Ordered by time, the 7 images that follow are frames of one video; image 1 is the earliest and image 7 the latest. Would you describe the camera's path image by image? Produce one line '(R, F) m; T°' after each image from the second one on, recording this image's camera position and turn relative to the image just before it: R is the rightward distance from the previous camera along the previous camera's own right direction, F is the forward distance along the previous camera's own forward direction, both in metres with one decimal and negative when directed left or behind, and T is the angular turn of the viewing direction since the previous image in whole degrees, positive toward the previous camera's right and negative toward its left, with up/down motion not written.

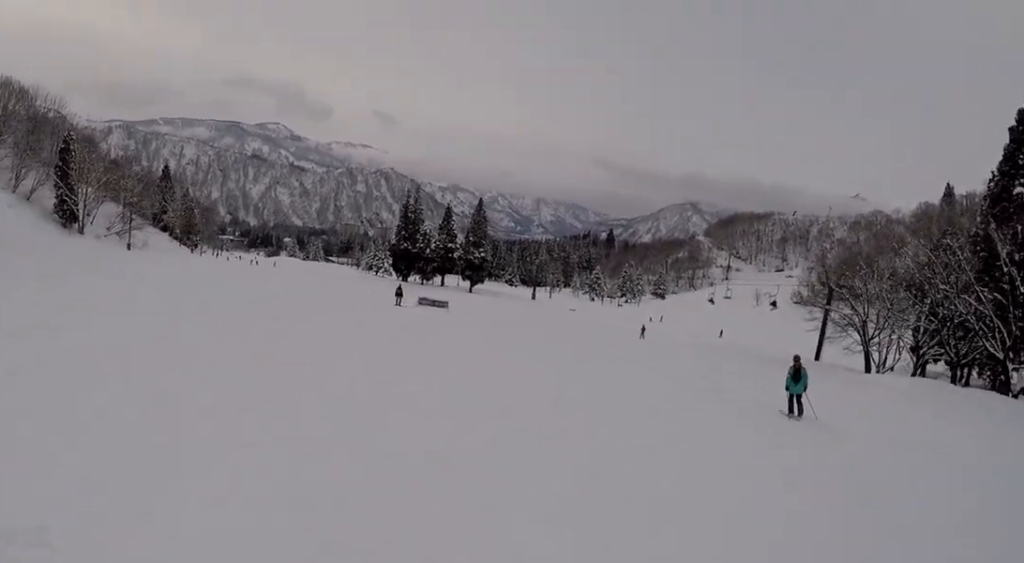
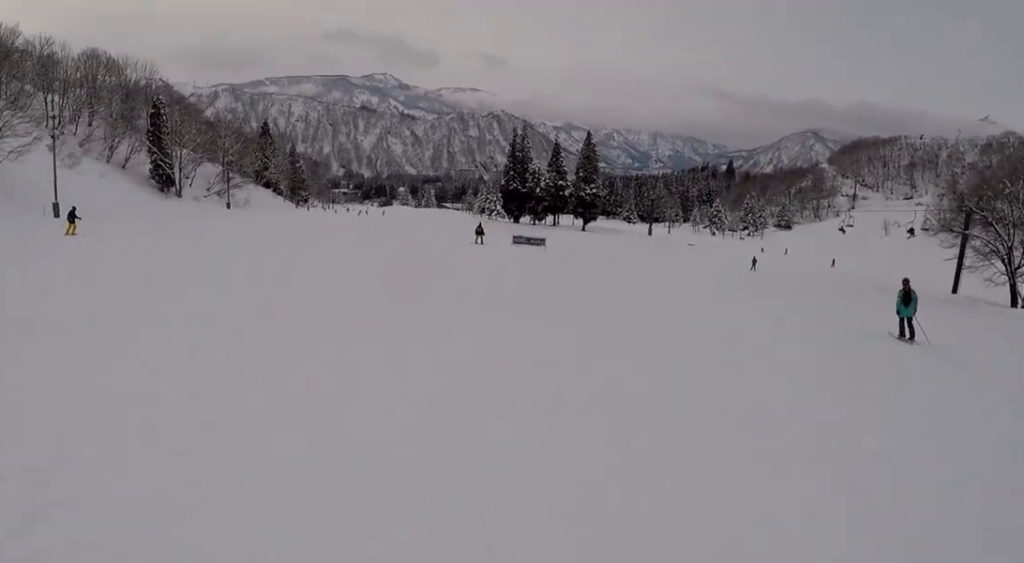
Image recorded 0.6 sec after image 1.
(0.0, +4.4) m; 0°
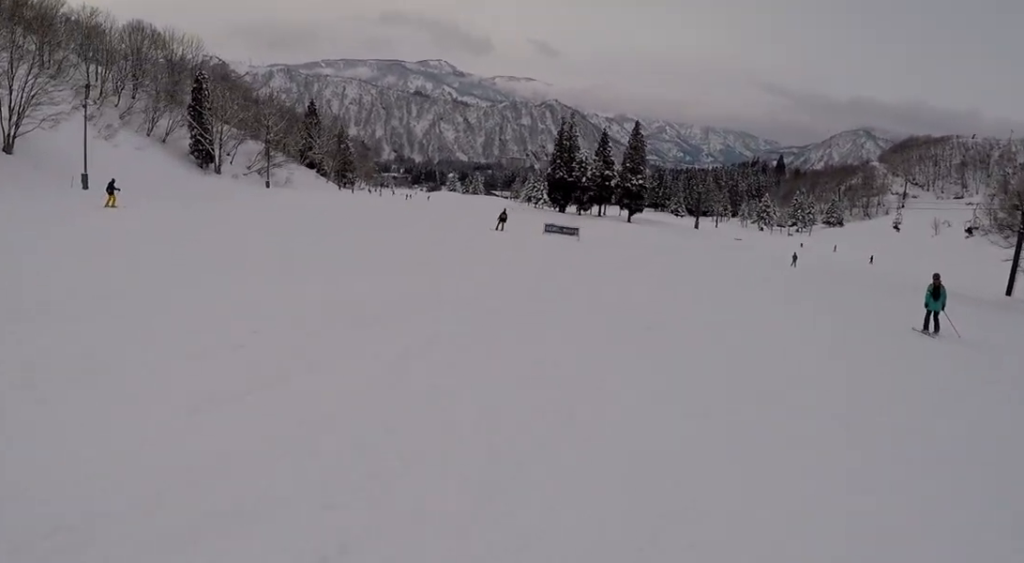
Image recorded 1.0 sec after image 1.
(0.0, +3.2) m; 0°
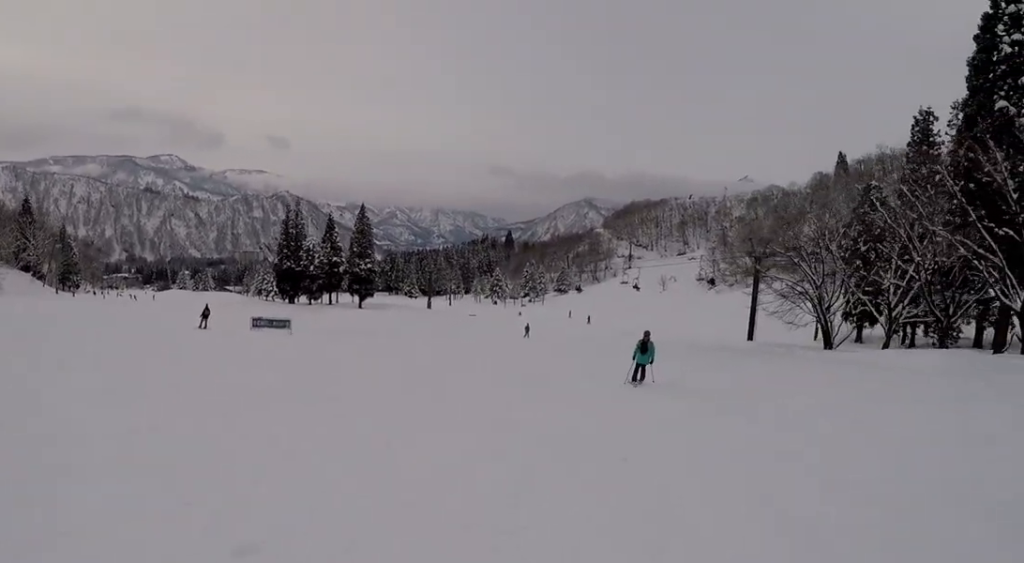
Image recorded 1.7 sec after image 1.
(0.0, +5.6) m; 0°
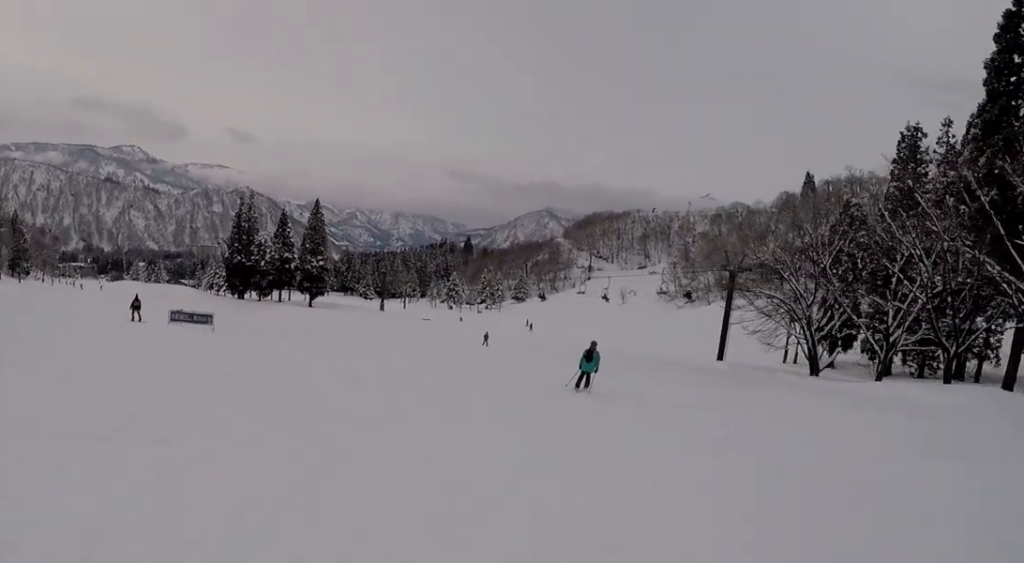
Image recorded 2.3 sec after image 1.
(0.0, +5.0) m; +2°
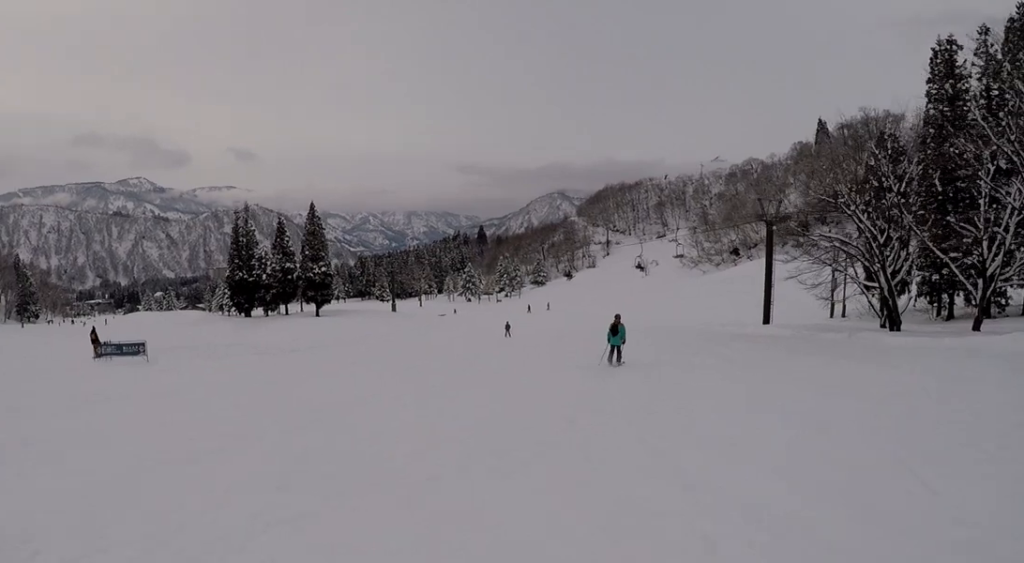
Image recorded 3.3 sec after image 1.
(+0.3, +7.8) m; +2°
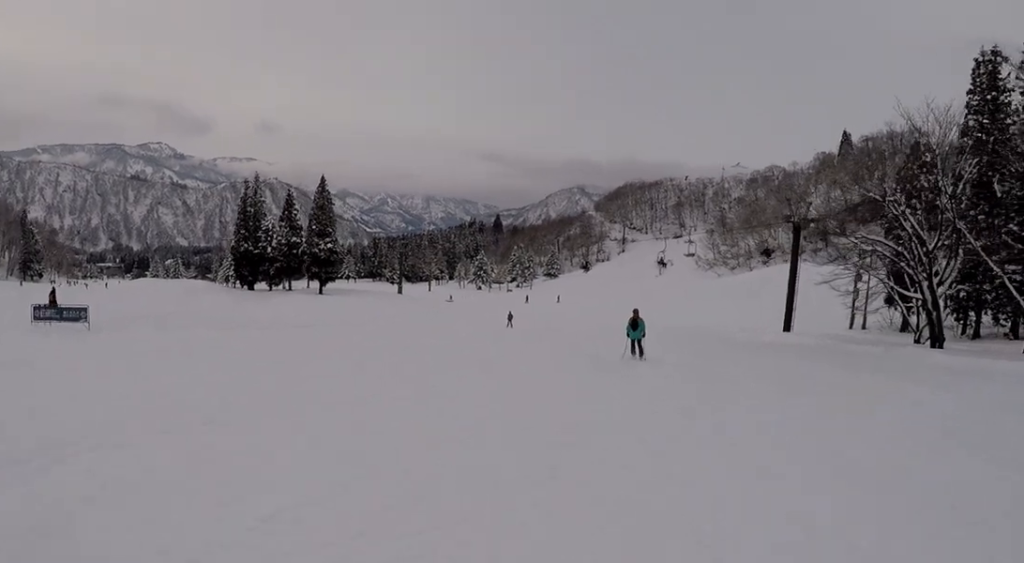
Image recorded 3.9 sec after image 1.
(+0.6, +4.0) m; -3°
